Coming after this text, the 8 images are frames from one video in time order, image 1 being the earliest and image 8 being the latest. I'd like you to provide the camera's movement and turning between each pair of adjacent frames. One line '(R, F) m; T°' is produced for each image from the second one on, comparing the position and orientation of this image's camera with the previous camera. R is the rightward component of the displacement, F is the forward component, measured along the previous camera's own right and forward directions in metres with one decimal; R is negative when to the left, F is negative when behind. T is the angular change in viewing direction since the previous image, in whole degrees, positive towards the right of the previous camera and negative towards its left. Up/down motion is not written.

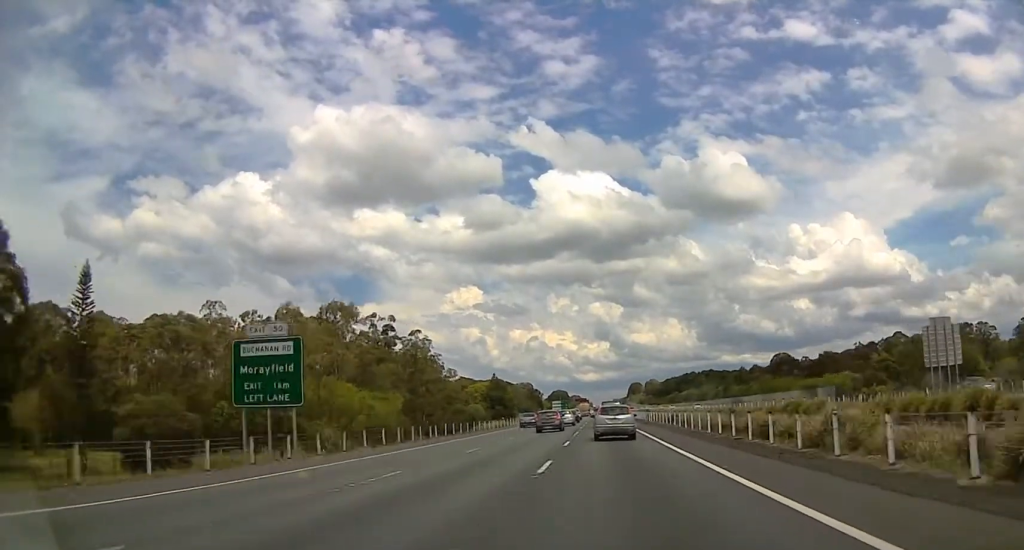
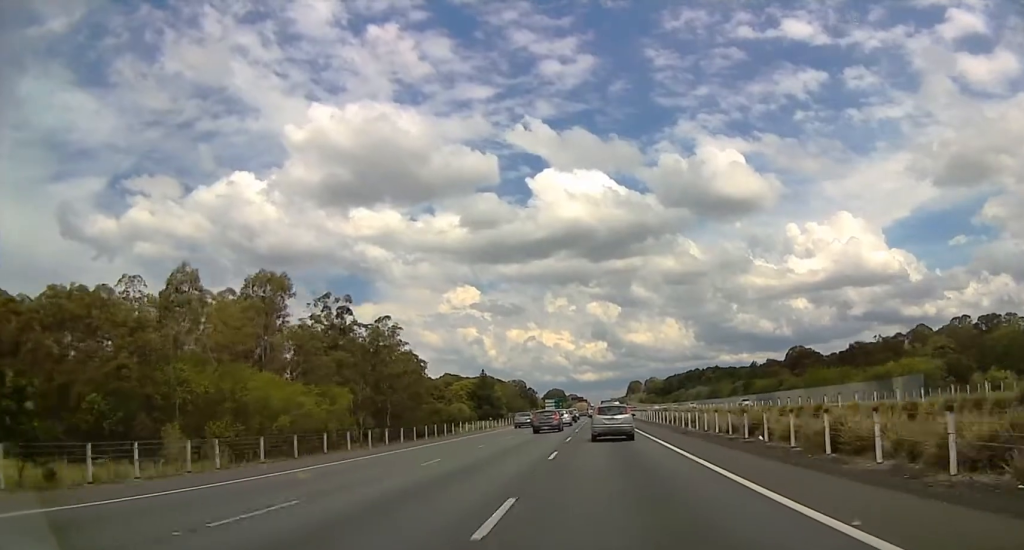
(-0.2, +31.6) m; 0°
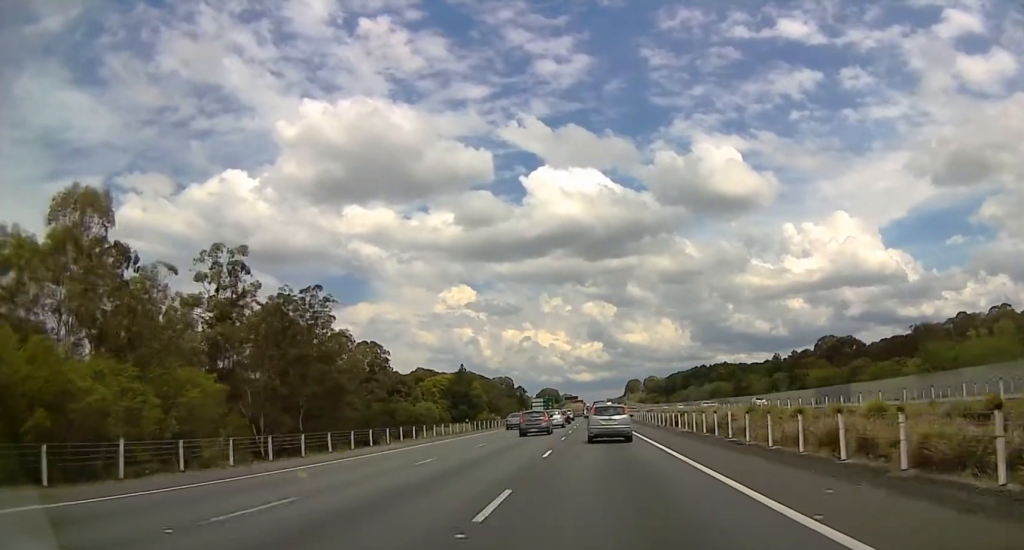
(-0.6, +46.9) m; 0°
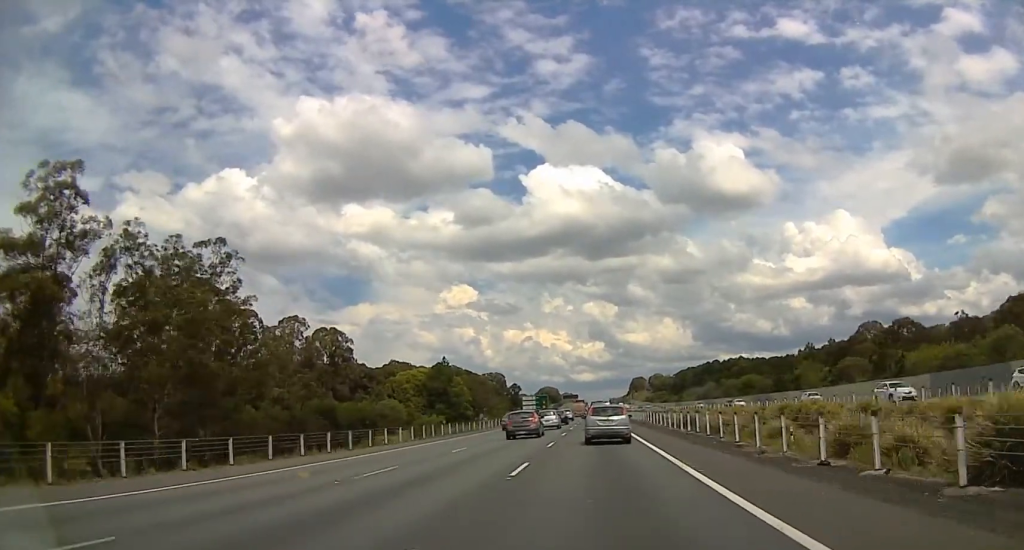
(+1.8, +41.7) m; +1°
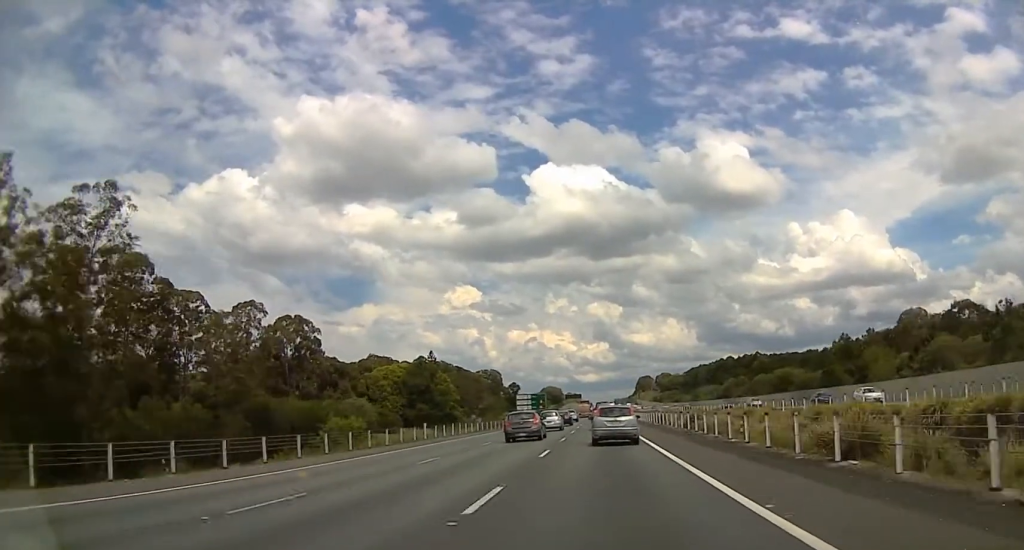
(-0.8, +29.9) m; -1°
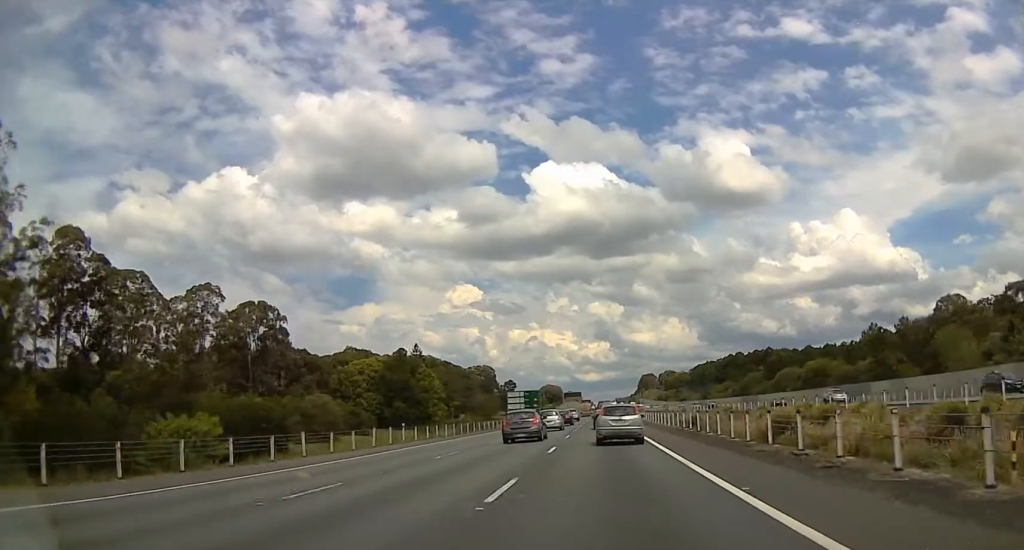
(-0.3, +22.2) m; 0°
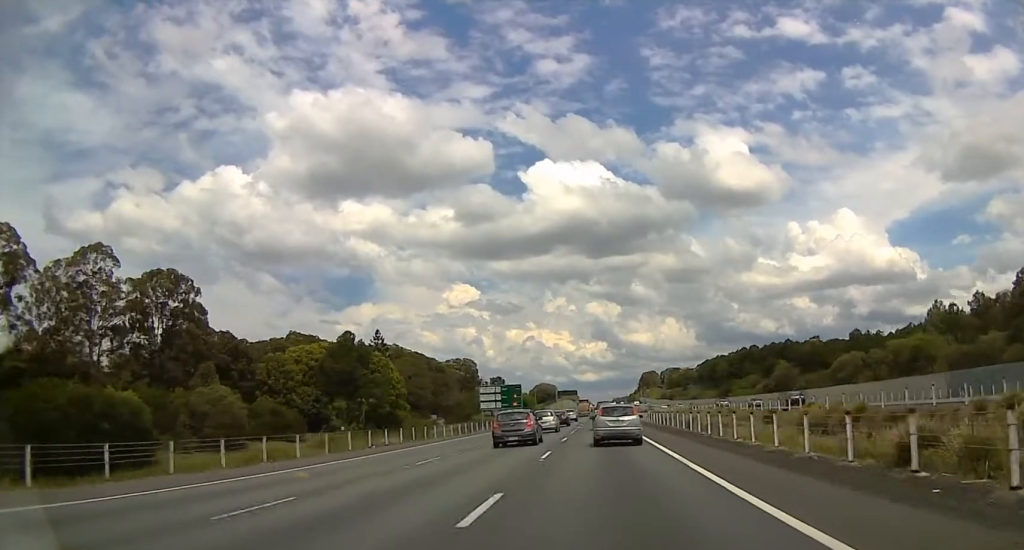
(+0.2, +38.8) m; 0°
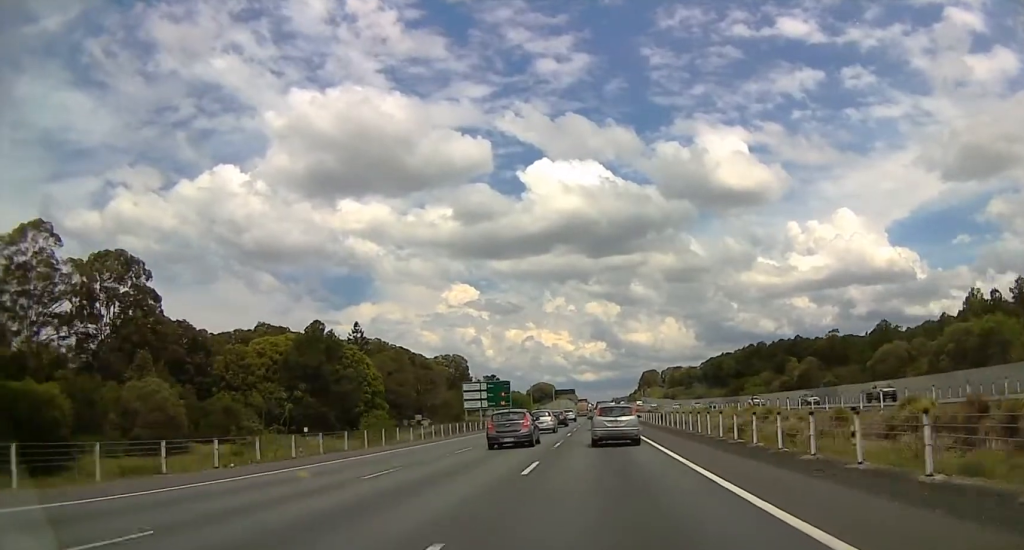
(-0.2, +16.6) m; 0°
